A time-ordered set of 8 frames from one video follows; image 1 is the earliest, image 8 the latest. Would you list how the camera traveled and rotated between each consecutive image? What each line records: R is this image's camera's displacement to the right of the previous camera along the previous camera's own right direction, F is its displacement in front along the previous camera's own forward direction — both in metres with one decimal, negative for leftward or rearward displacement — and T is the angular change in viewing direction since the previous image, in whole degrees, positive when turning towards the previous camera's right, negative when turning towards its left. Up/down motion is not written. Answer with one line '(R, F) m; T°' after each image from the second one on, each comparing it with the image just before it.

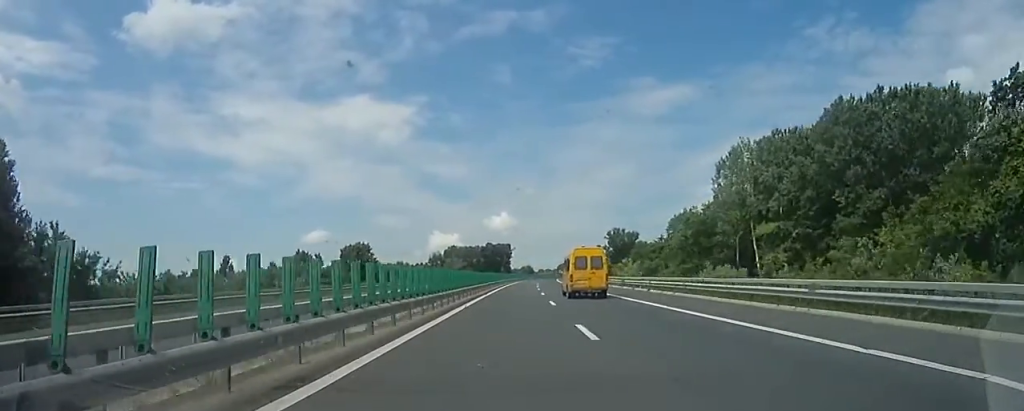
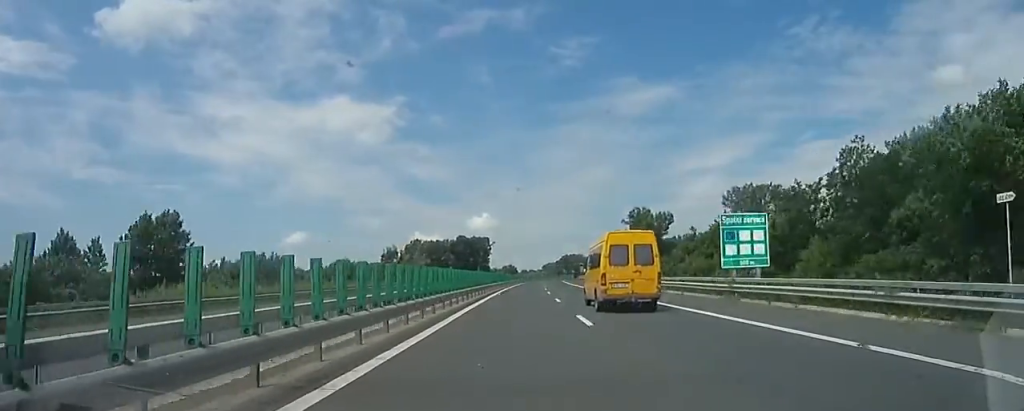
(+0.5, +67.6) m; +2°
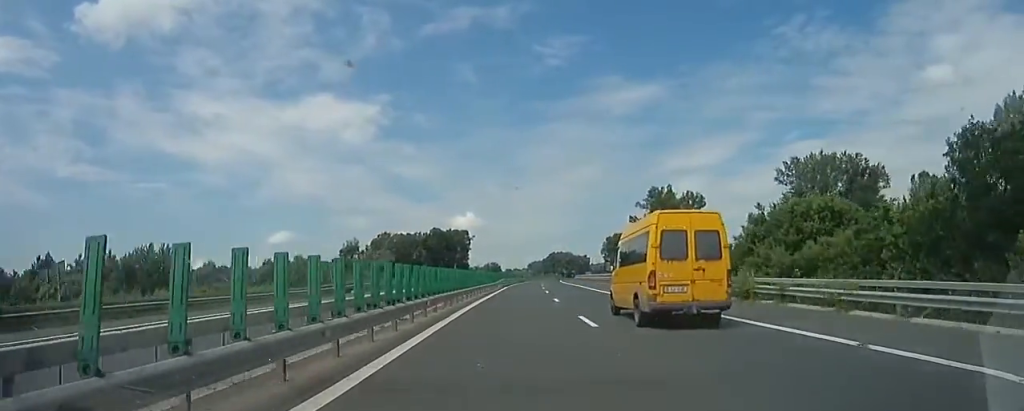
(+0.2, +35.6) m; +2°
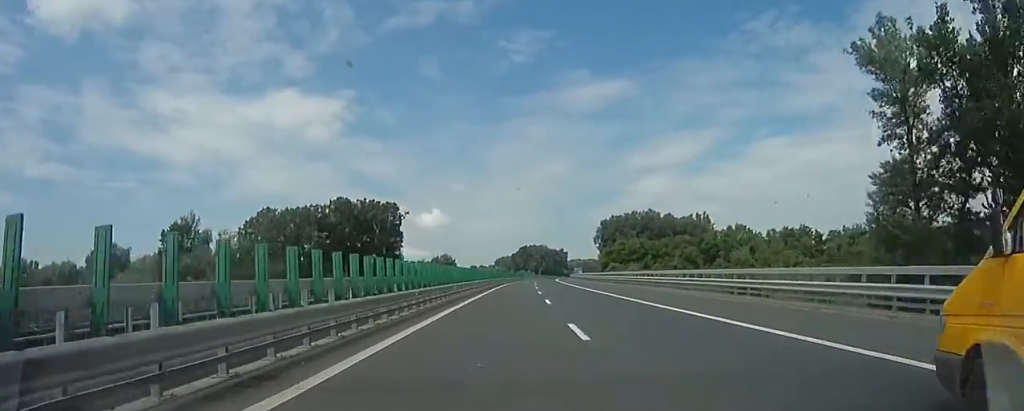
(+4.0, +86.5) m; +4°
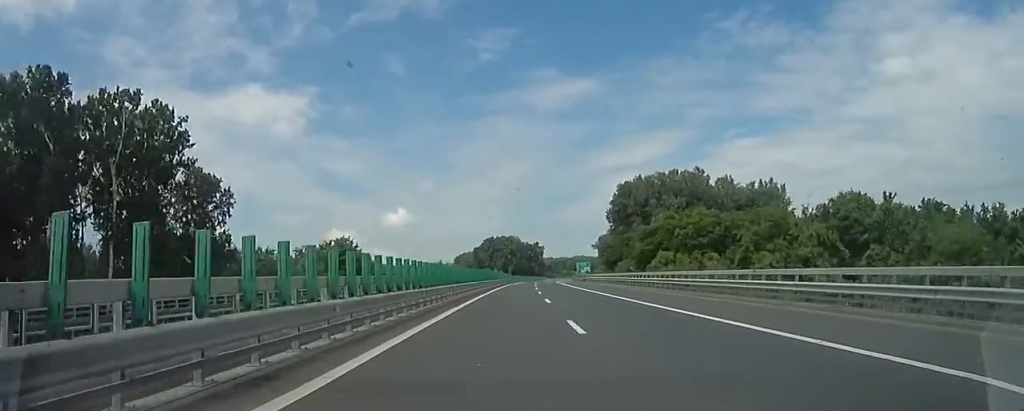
(+1.2, +95.9) m; +4°
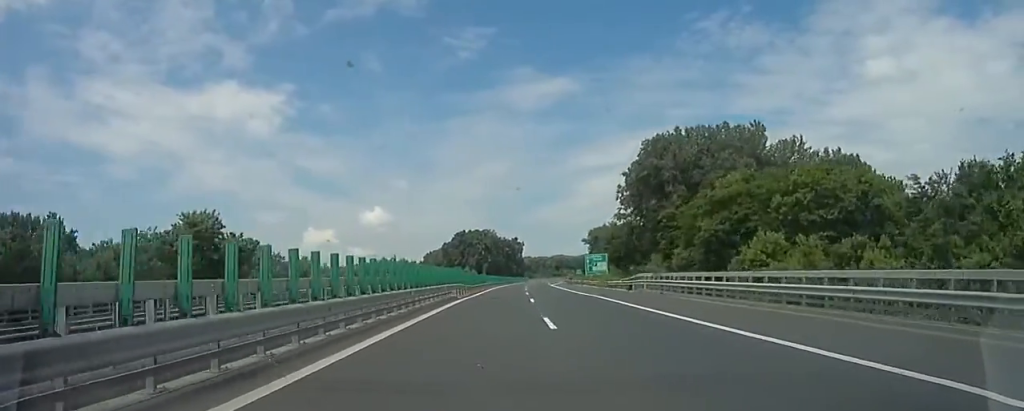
(+1.7, +47.1) m; +3°
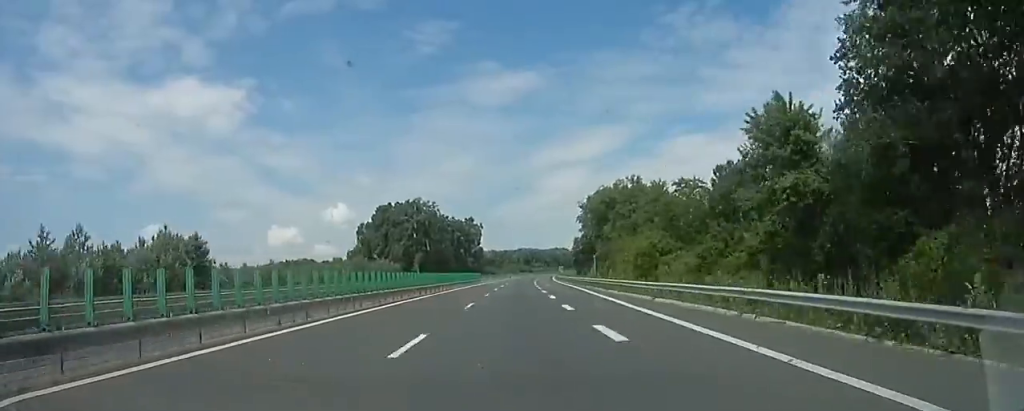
(+3.8, +103.7) m; +3°
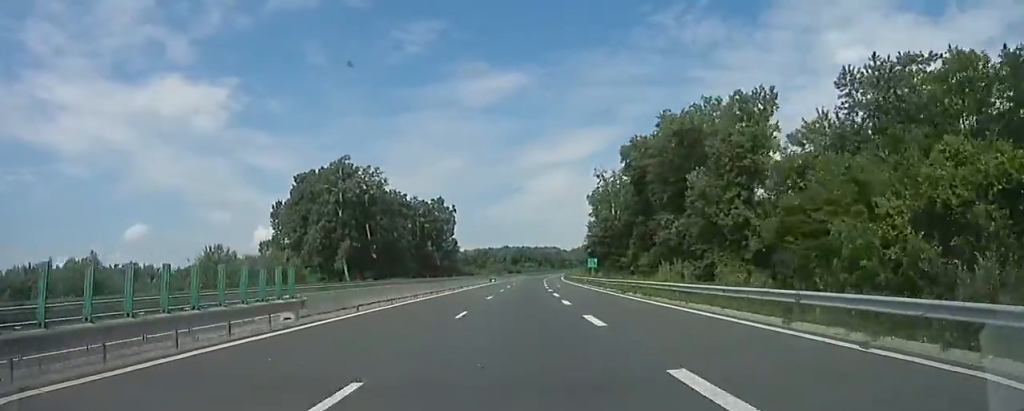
(+1.2, +64.8) m; +2°
